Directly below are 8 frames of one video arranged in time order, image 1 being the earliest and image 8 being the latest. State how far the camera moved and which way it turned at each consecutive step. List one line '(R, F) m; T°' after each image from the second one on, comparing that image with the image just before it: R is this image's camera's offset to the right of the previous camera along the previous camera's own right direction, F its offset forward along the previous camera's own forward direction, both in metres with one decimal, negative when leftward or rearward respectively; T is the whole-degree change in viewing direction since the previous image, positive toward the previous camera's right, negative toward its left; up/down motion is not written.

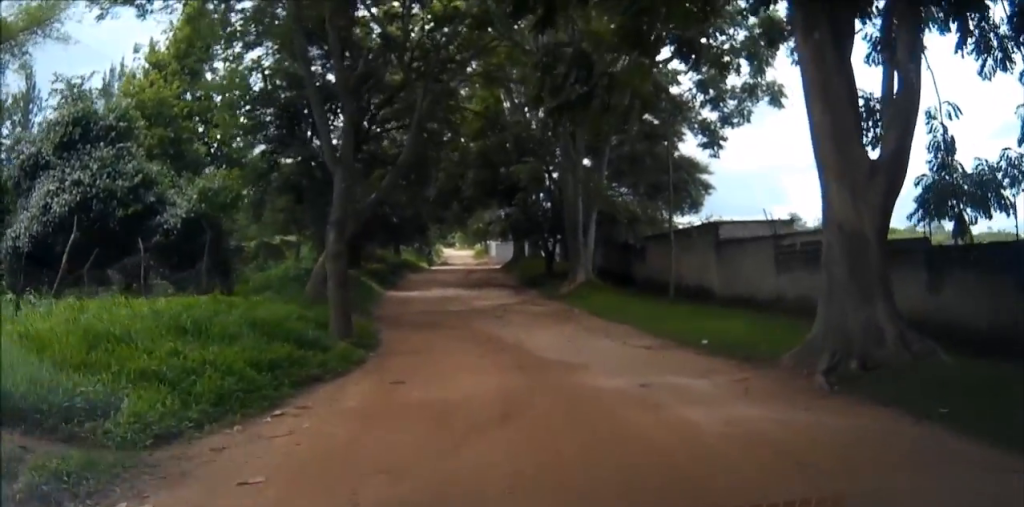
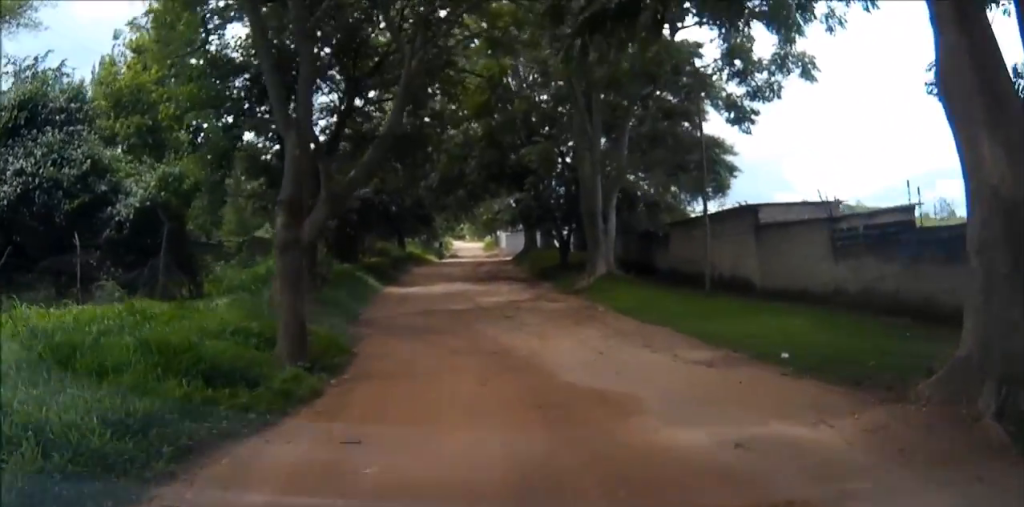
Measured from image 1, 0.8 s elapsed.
(0.0, +3.1) m; -1°
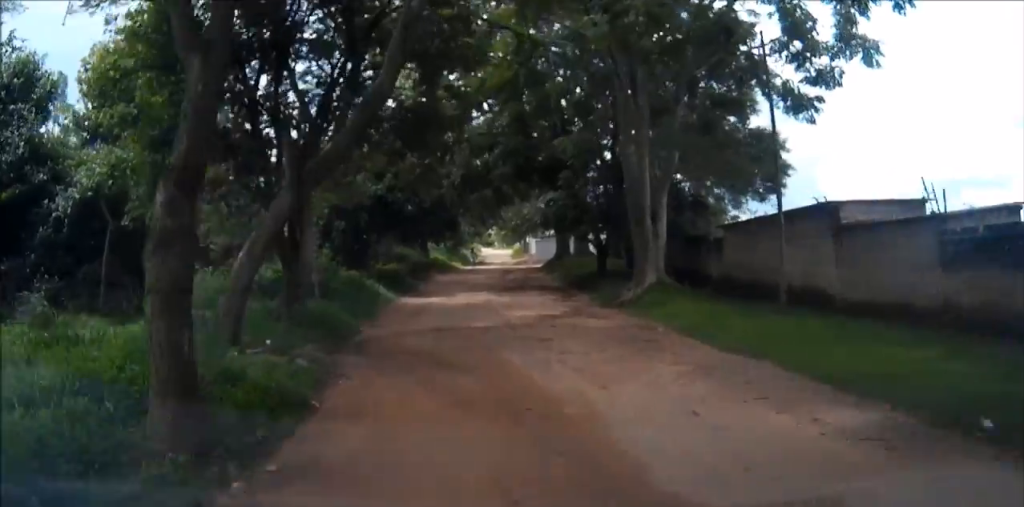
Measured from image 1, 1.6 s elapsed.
(0.0, +4.0) m; -3°
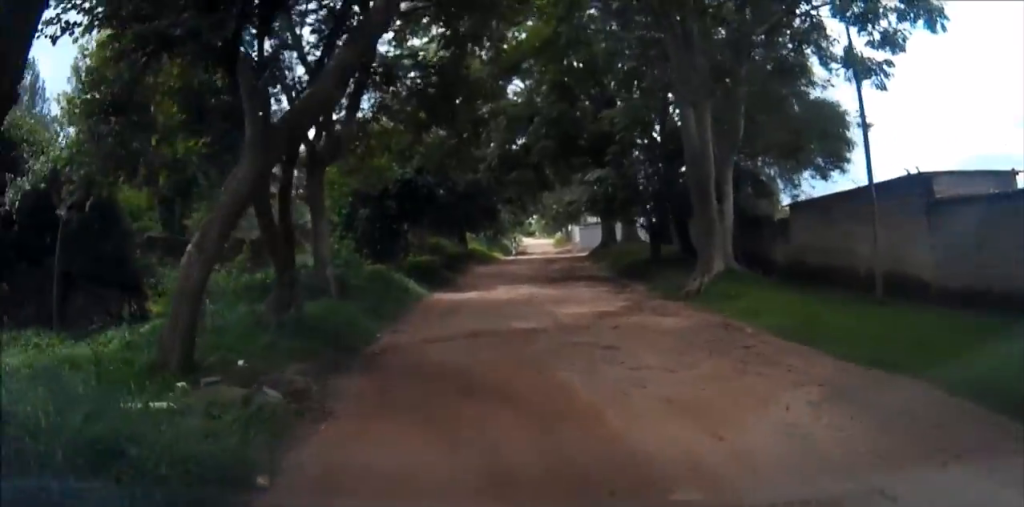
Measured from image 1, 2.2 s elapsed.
(-0.1, +3.0) m; -3°
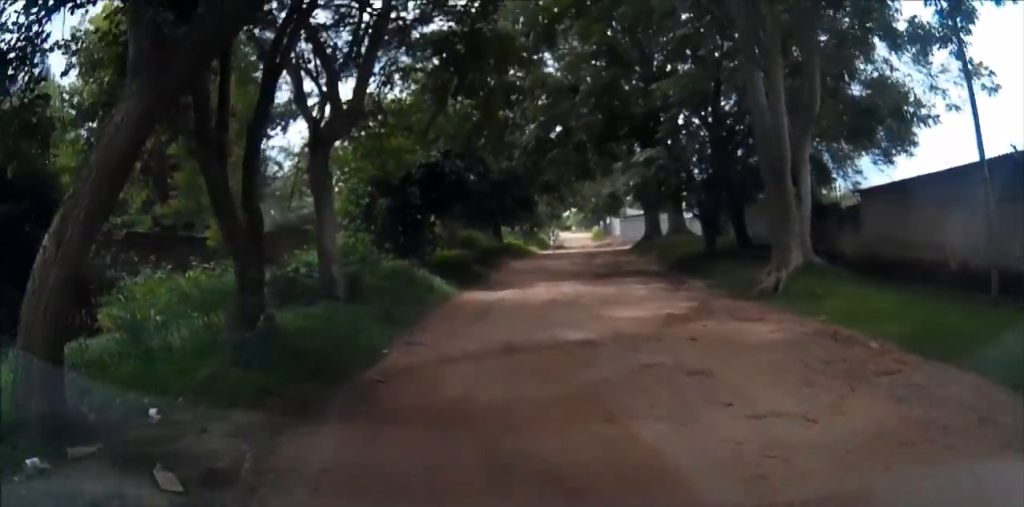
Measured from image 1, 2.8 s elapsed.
(-0.1, +3.0) m; -3°
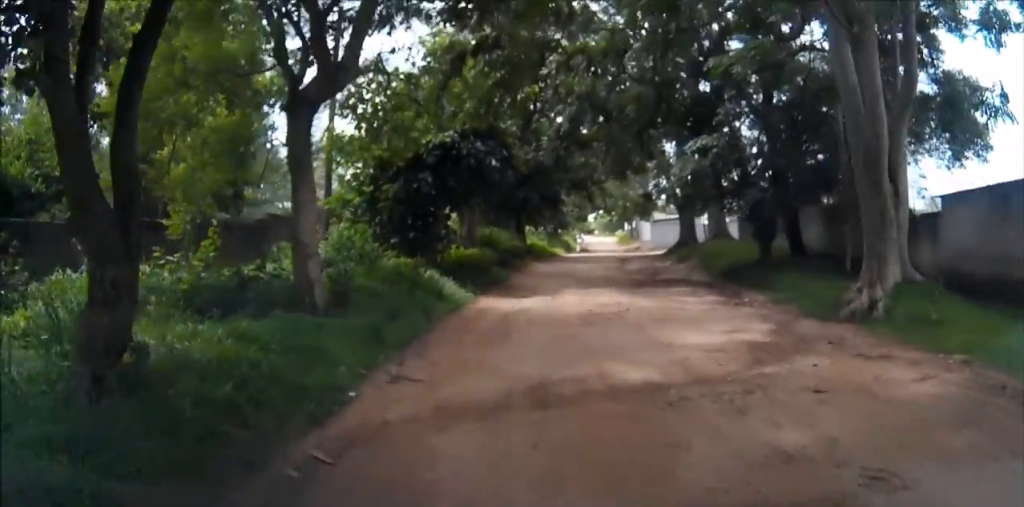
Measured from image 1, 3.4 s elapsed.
(-0.1, +3.5) m; -2°
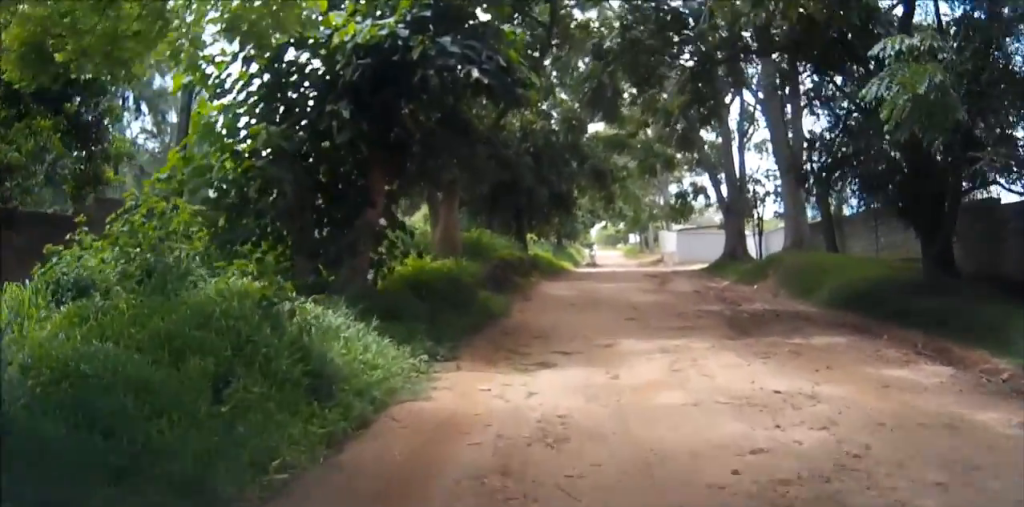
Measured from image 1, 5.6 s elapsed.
(-0.6, +9.7) m; -4°
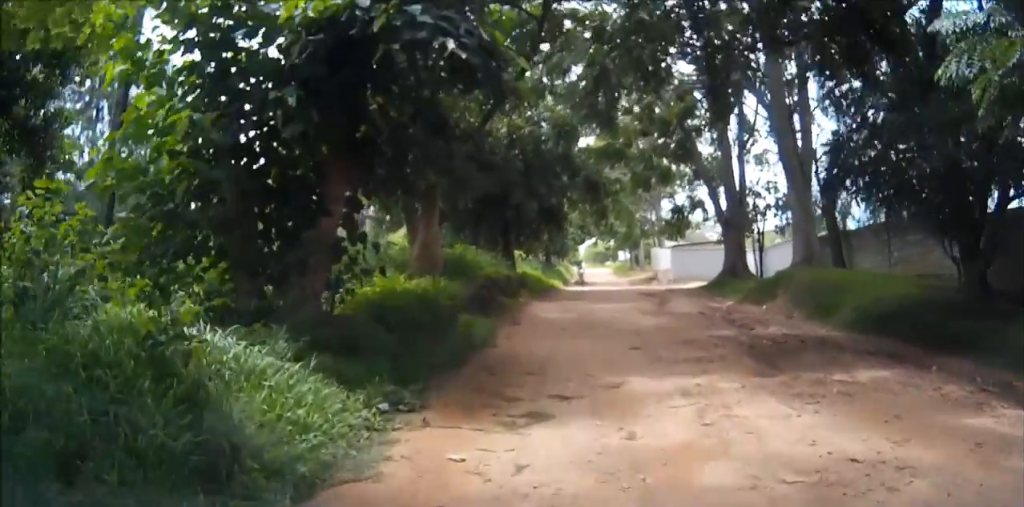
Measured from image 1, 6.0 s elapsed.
(0.0, +1.7) m; +1°
